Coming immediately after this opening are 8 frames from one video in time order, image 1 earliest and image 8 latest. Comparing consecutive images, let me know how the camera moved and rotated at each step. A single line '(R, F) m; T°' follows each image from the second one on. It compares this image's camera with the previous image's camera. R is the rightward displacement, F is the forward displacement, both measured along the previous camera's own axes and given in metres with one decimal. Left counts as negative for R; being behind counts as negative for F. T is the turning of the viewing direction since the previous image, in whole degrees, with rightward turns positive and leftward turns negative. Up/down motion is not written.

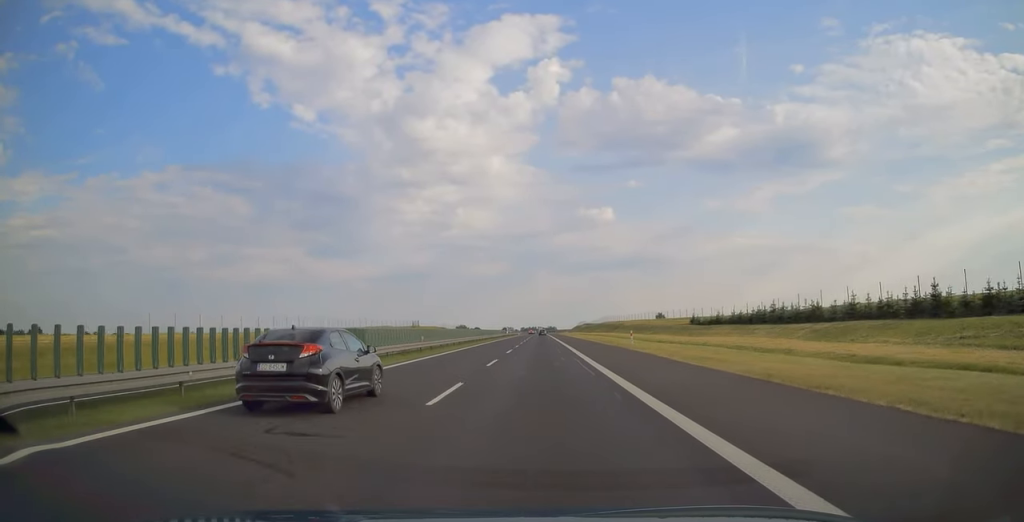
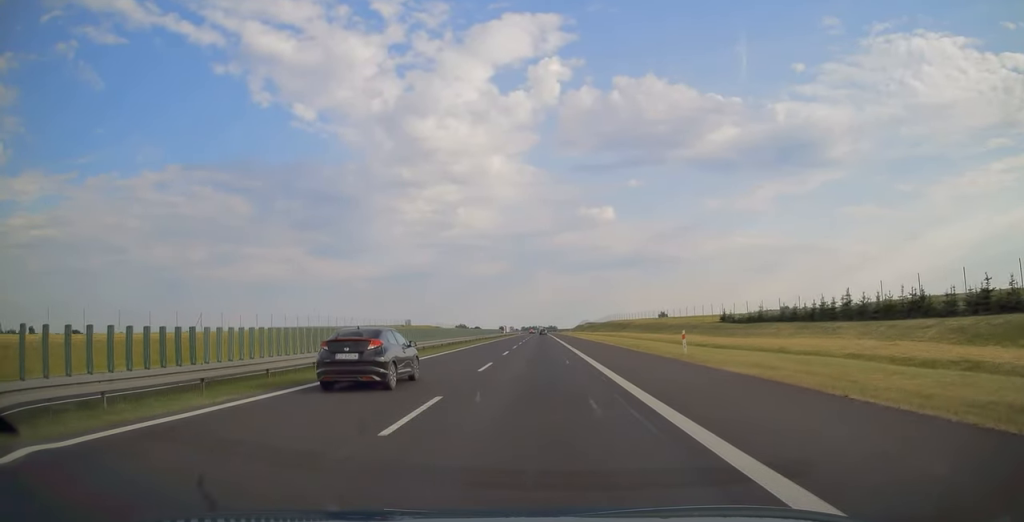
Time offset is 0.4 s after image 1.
(0.0, +15.0) m; 0°
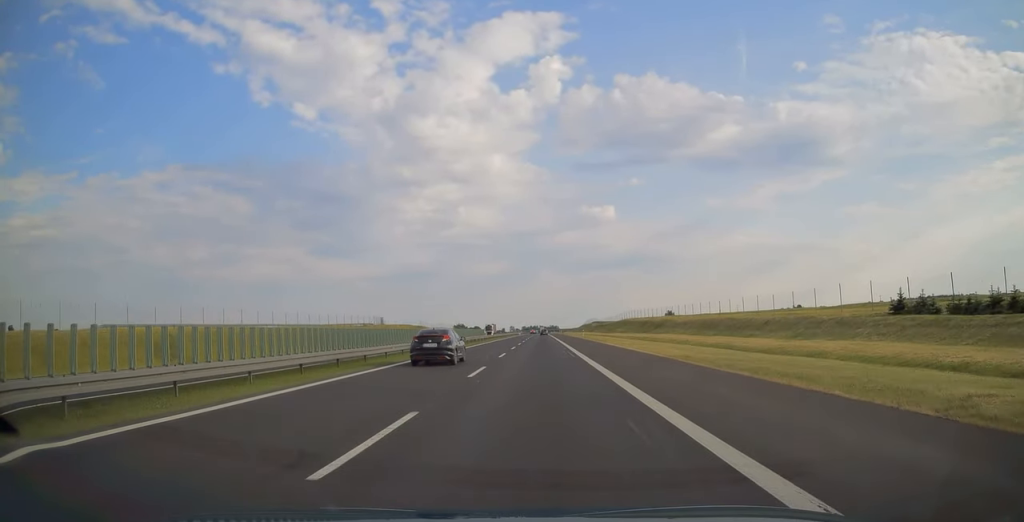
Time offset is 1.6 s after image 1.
(0.0, +38.3) m; 0°
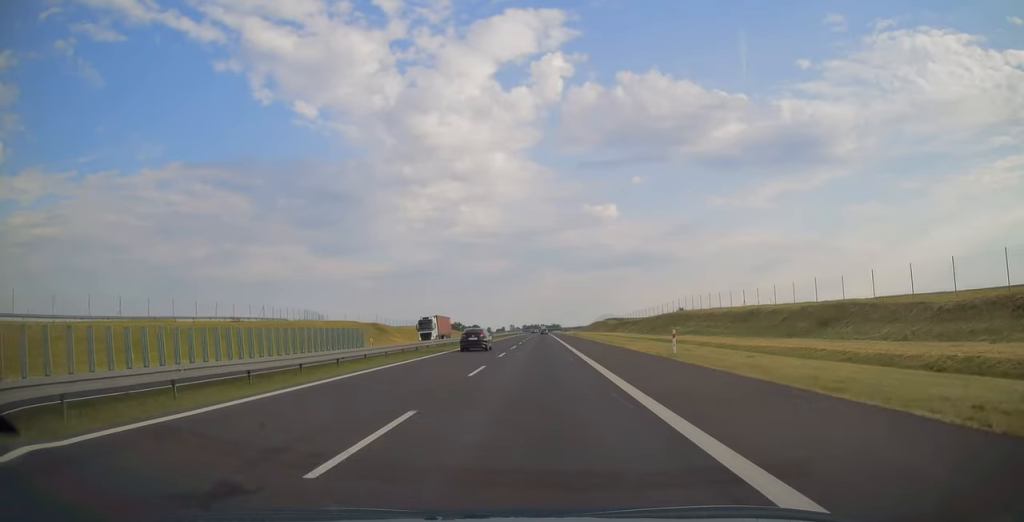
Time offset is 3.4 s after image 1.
(0.0, +59.9) m; 0°
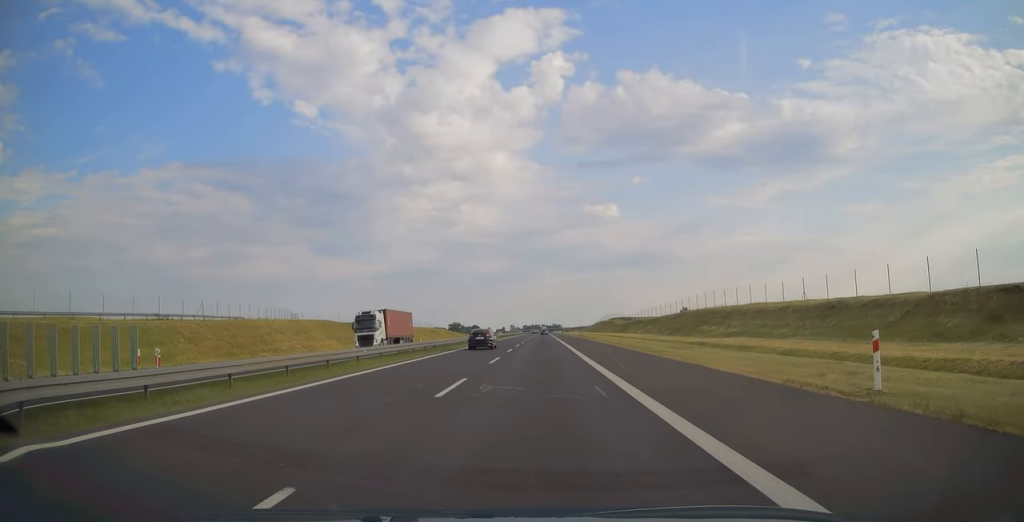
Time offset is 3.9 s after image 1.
(0.0, +17.2) m; 0°
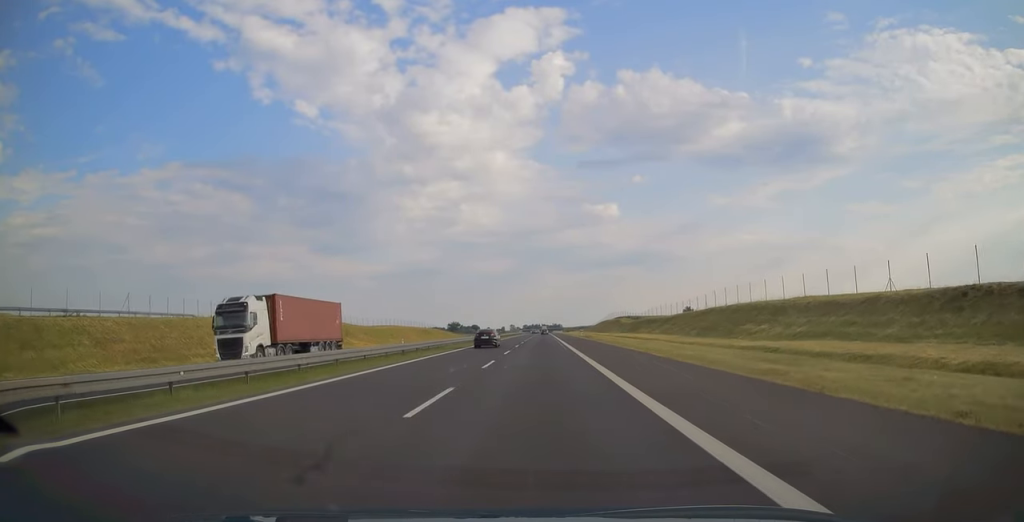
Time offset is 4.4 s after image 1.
(0.0, +15.0) m; 0°
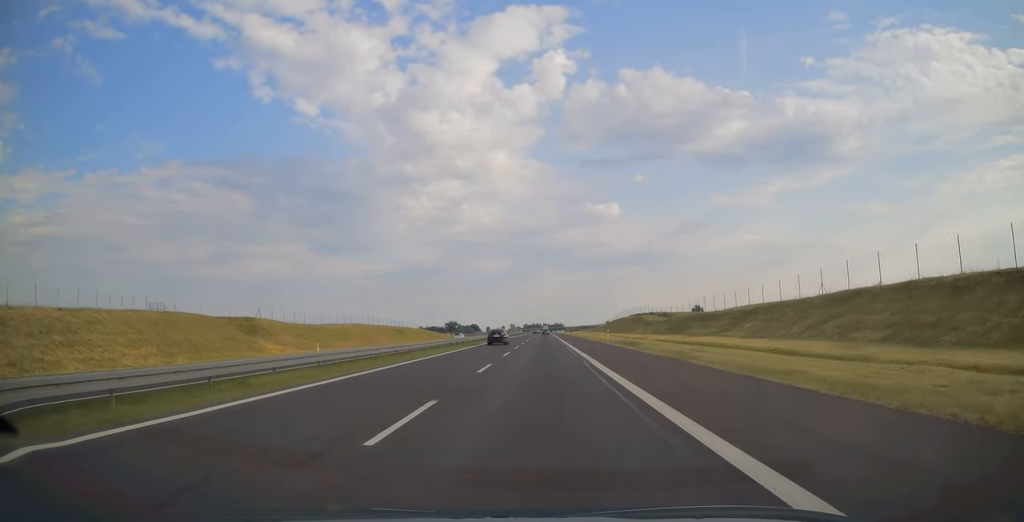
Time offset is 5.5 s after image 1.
(-0.1, +38.2) m; 0°
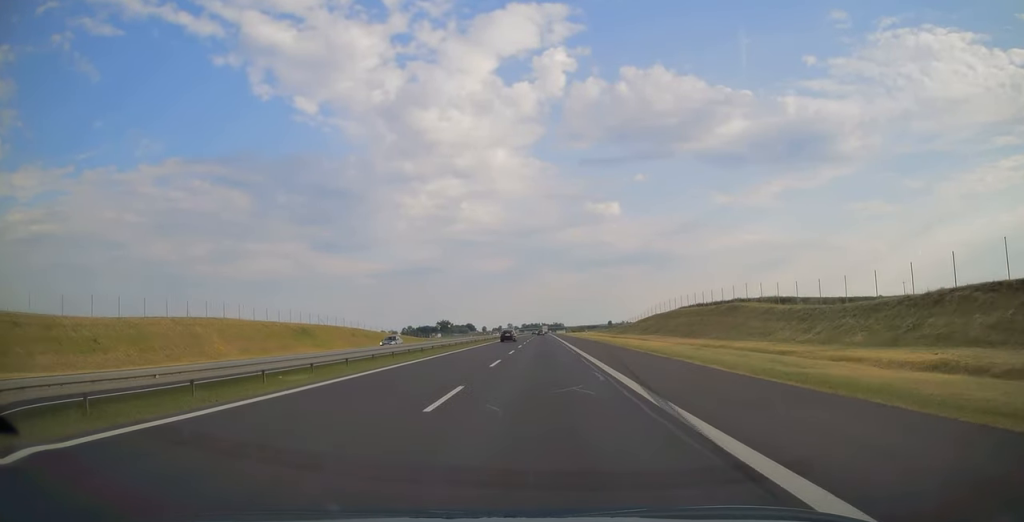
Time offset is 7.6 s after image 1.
(+0.1, +68.7) m; 0°
